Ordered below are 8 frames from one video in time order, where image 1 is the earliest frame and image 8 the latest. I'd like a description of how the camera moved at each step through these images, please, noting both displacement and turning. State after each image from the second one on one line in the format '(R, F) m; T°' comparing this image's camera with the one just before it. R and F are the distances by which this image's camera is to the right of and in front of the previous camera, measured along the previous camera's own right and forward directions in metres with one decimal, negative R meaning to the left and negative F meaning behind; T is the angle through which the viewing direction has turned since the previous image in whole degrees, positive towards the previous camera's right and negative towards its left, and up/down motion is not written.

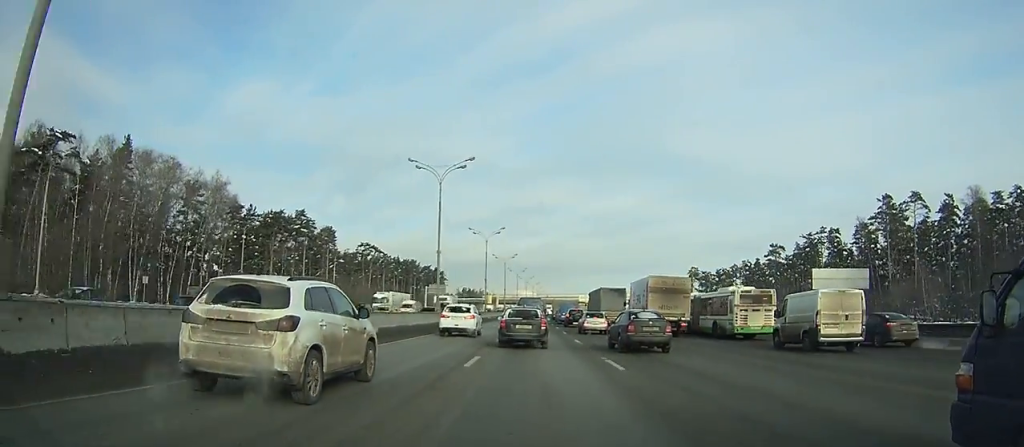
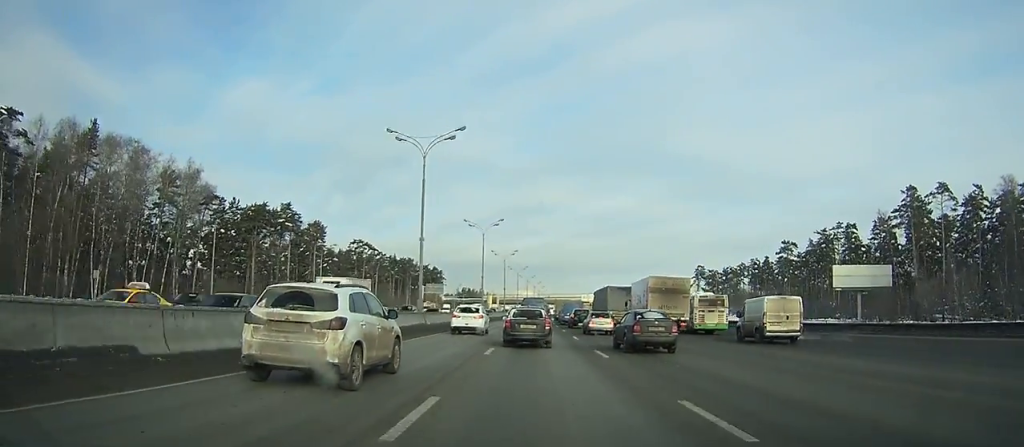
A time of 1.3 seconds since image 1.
(0.0, +7.7) m; 0°
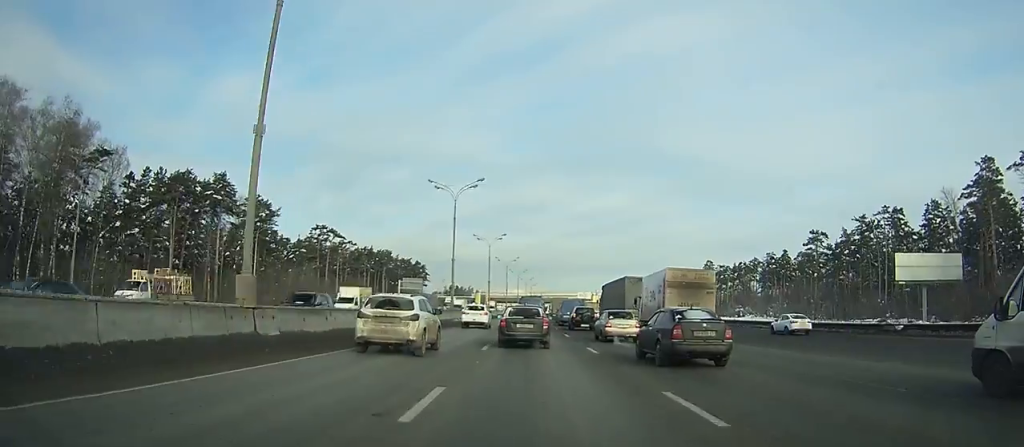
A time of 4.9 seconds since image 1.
(+0.1, +21.4) m; +1°
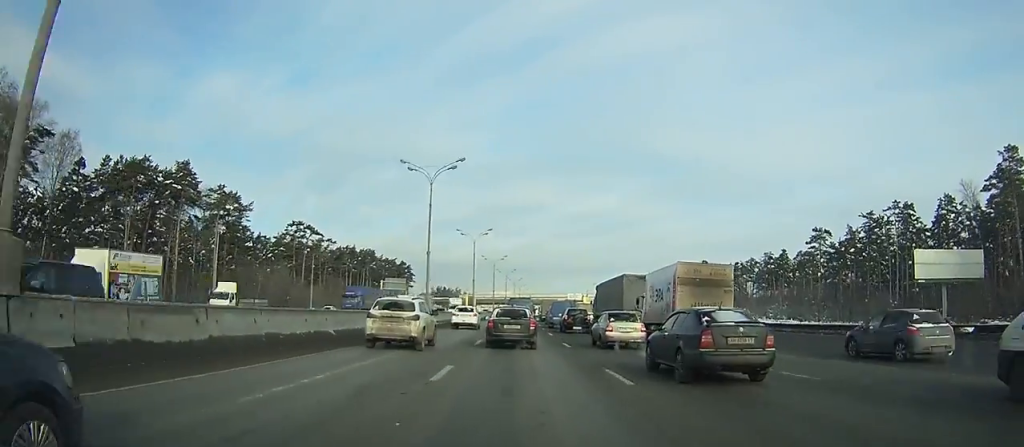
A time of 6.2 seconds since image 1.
(0.0, +7.7) m; 0°
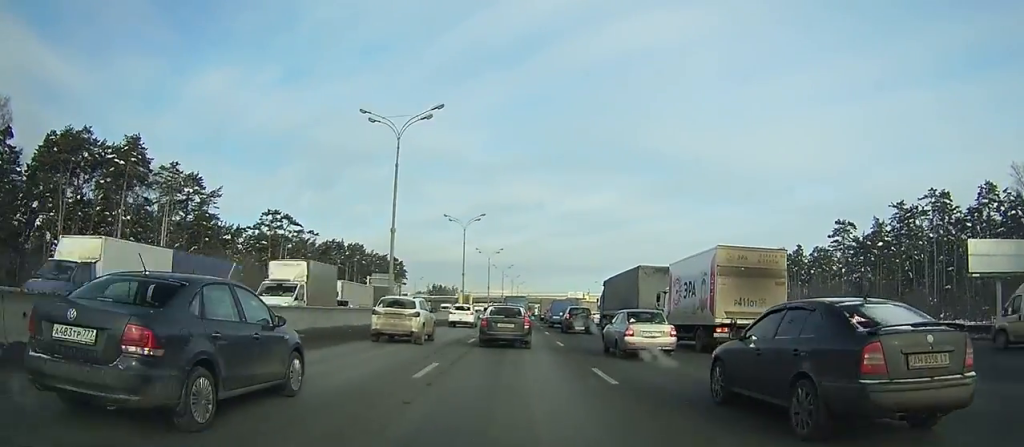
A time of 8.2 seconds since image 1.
(+0.2, +11.7) m; +1°
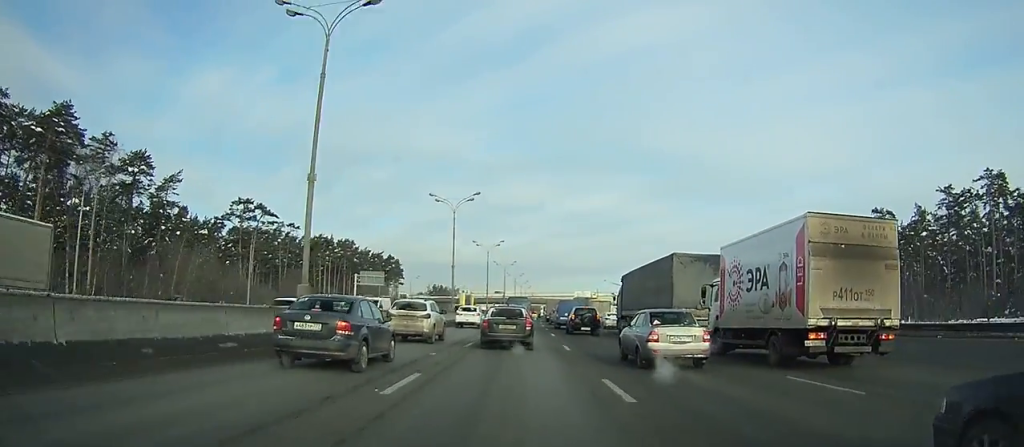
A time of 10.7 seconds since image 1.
(+0.1, +14.6) m; 0°
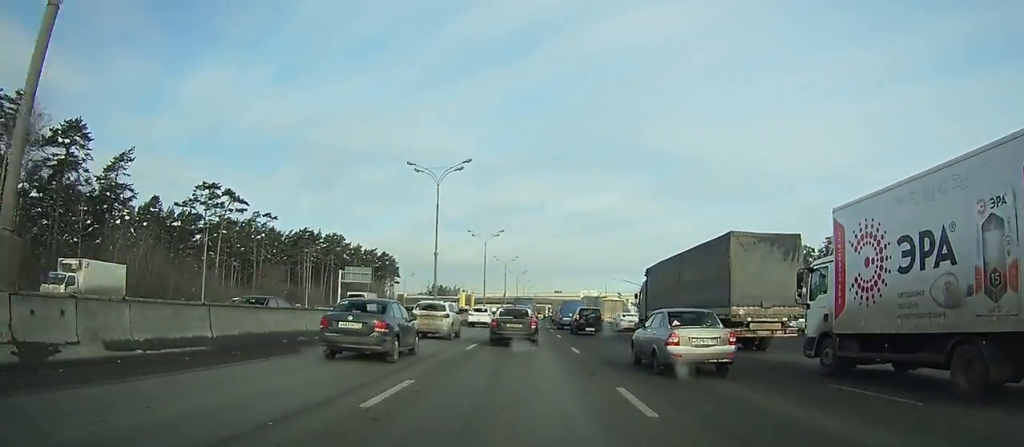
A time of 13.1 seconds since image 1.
(-0.1, +14.1) m; -1°
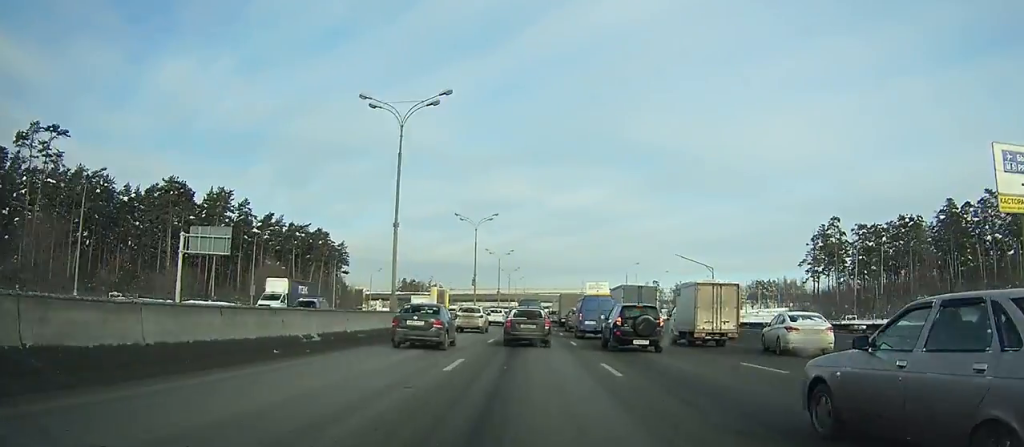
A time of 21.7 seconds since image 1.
(+0.1, +53.1) m; +1°
